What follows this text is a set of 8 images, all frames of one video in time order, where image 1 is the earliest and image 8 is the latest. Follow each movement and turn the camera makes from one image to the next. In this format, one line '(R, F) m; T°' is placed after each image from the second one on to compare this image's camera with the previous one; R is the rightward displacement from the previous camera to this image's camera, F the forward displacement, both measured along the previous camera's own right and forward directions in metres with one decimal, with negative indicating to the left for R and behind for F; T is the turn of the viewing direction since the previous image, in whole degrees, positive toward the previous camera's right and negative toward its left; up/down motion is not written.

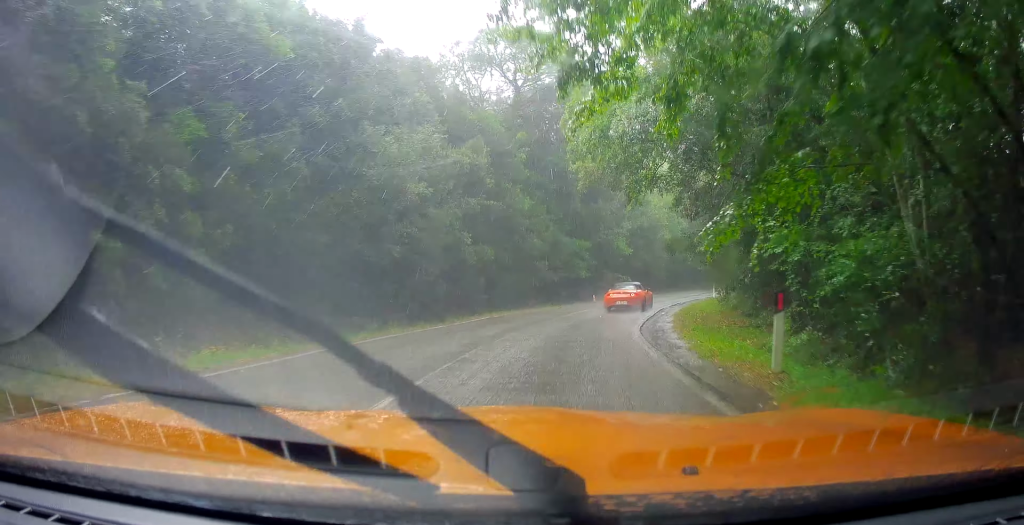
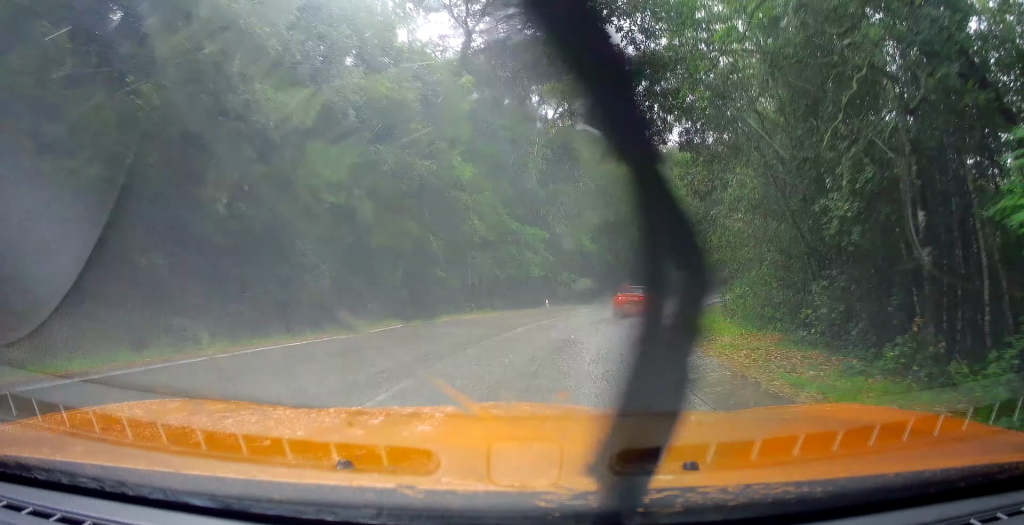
(+0.7, +7.8) m; +9°
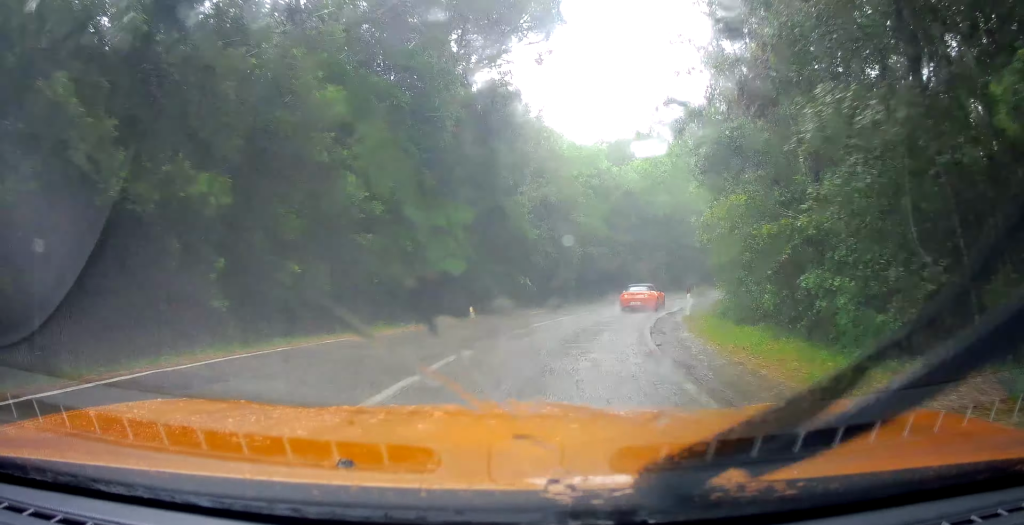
(+0.7, +8.9) m; +8°
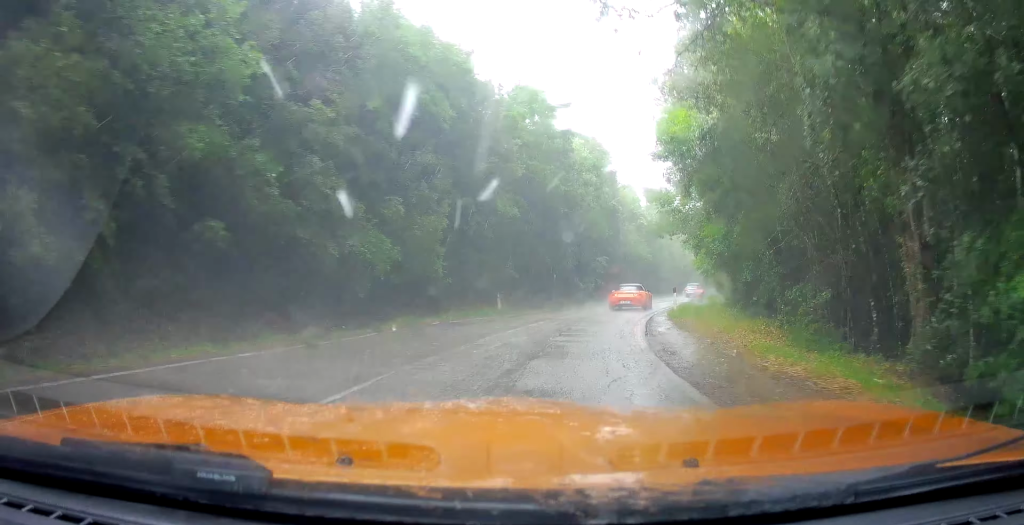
(+4.8, +28.9) m; +19°
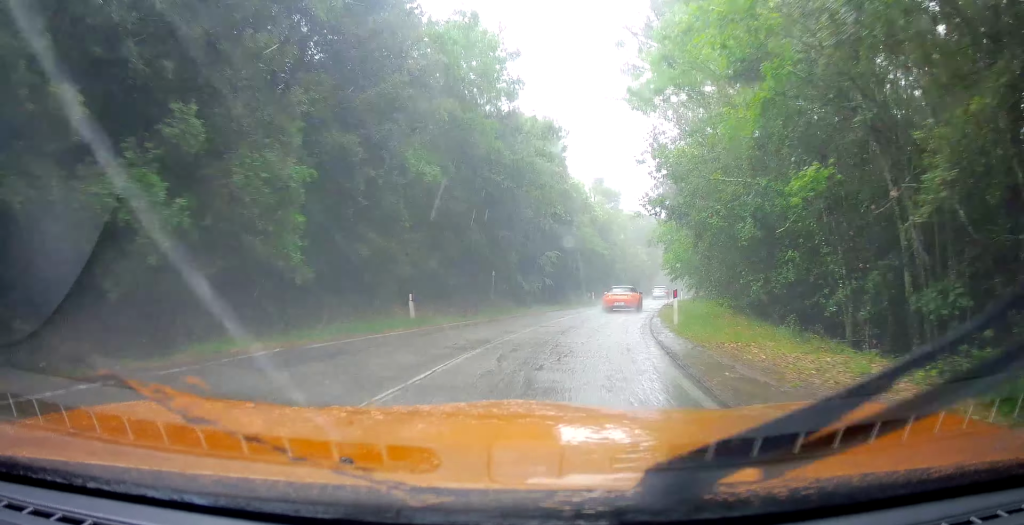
(+0.5, +8.7) m; +5°
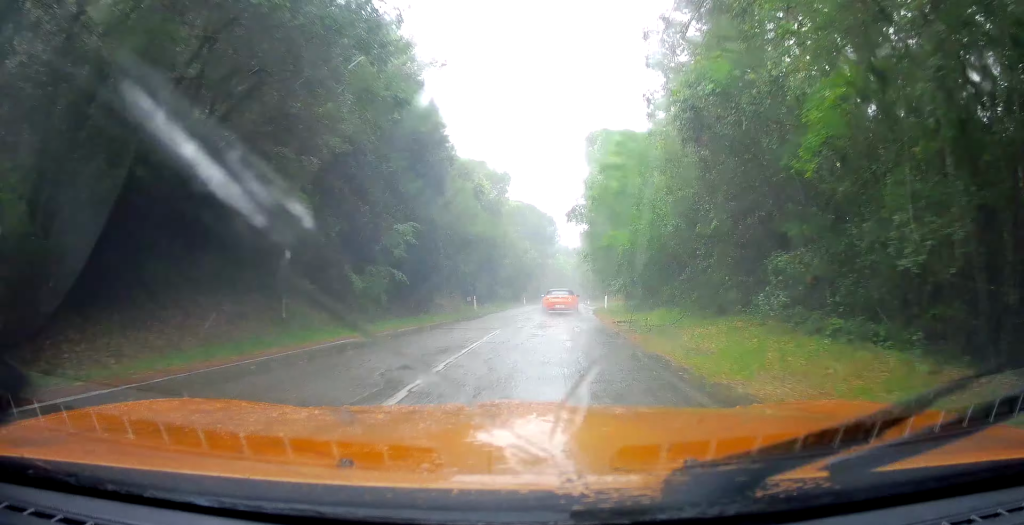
(+1.2, +16.4) m; +7°
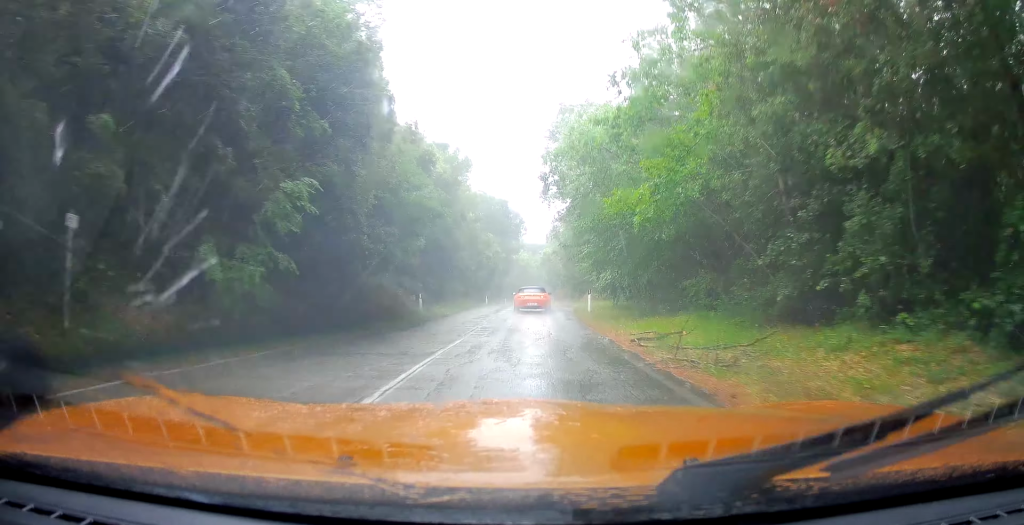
(+0.2, +8.1) m; +2°
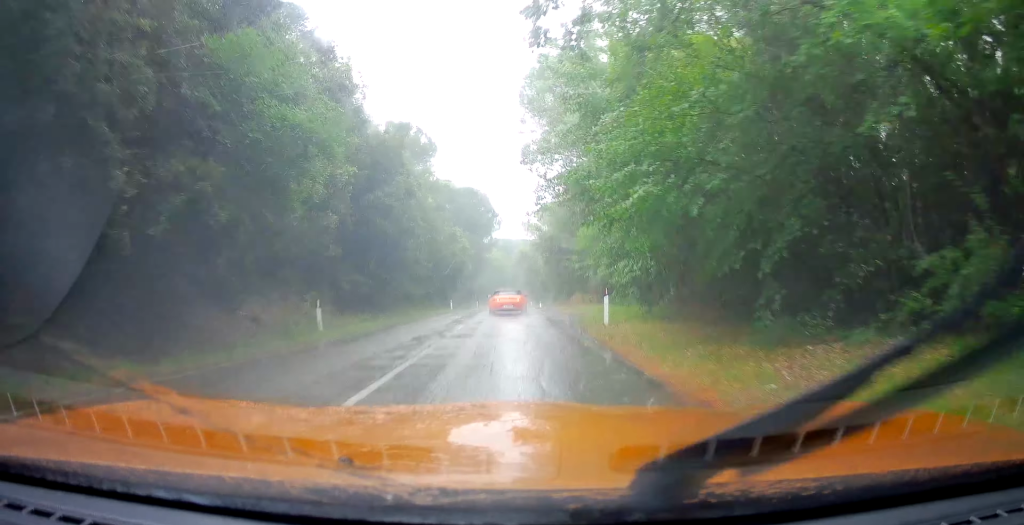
(+0.1, +11.2) m; +4°
